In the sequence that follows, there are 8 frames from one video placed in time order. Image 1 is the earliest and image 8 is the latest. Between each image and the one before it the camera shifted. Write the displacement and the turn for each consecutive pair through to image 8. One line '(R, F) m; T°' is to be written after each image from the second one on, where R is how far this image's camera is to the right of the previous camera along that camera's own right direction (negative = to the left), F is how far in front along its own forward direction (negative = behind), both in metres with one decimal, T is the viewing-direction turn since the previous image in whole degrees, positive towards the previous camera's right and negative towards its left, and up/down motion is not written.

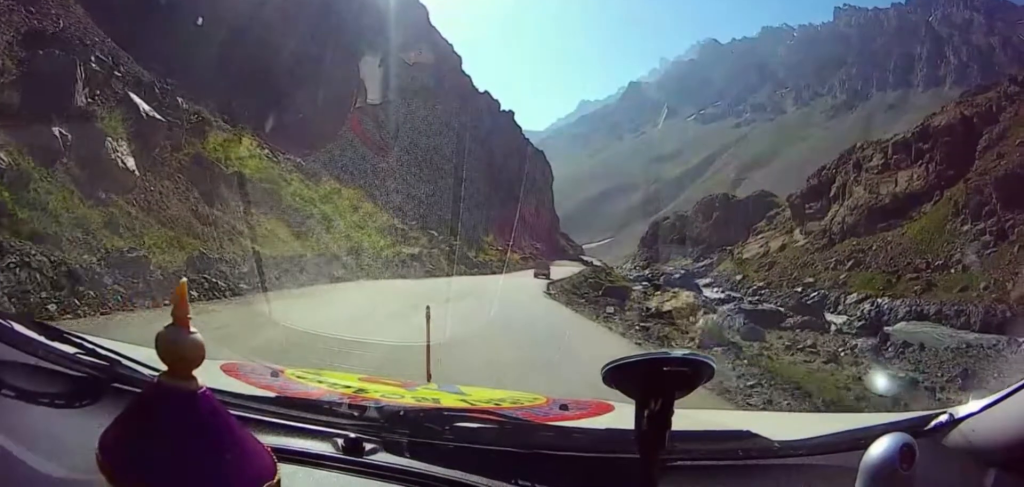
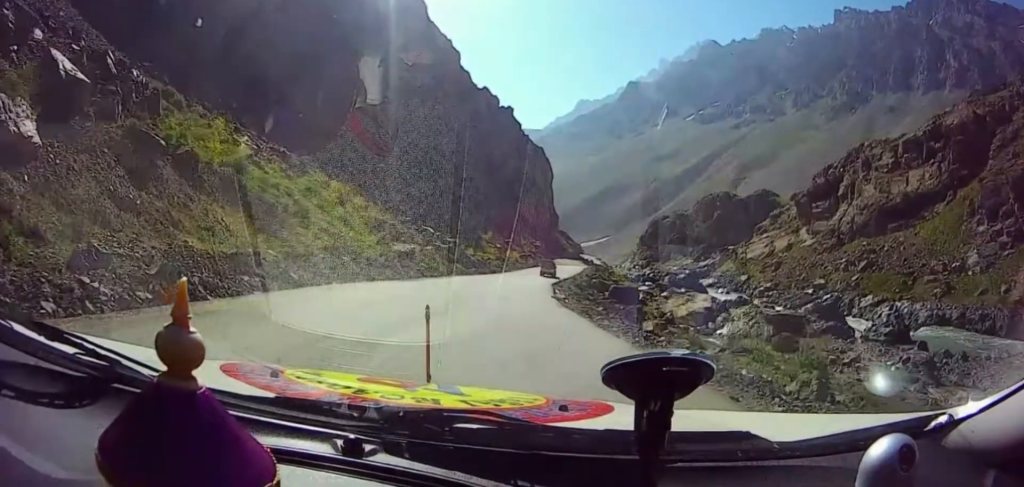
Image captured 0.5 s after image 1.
(-0.1, +3.5) m; +1°
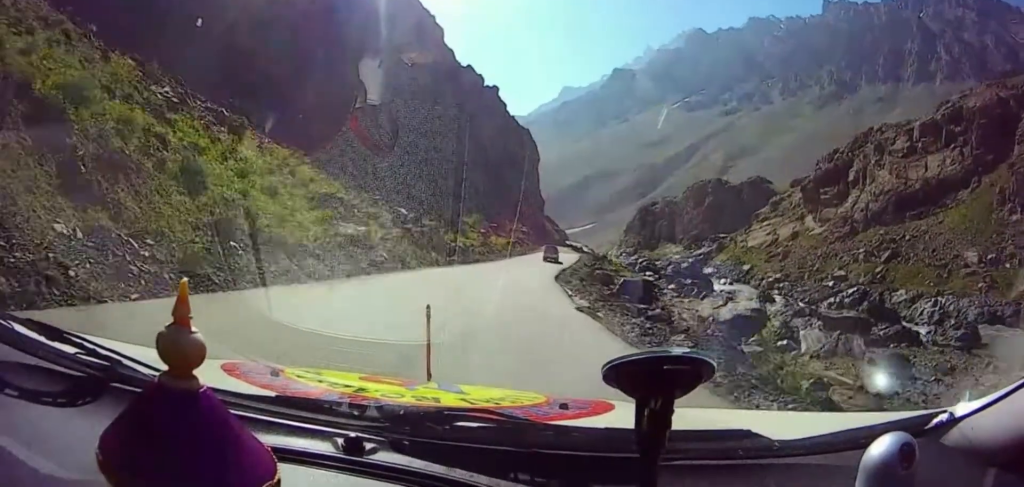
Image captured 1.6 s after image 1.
(+0.3, +9.0) m; +3°
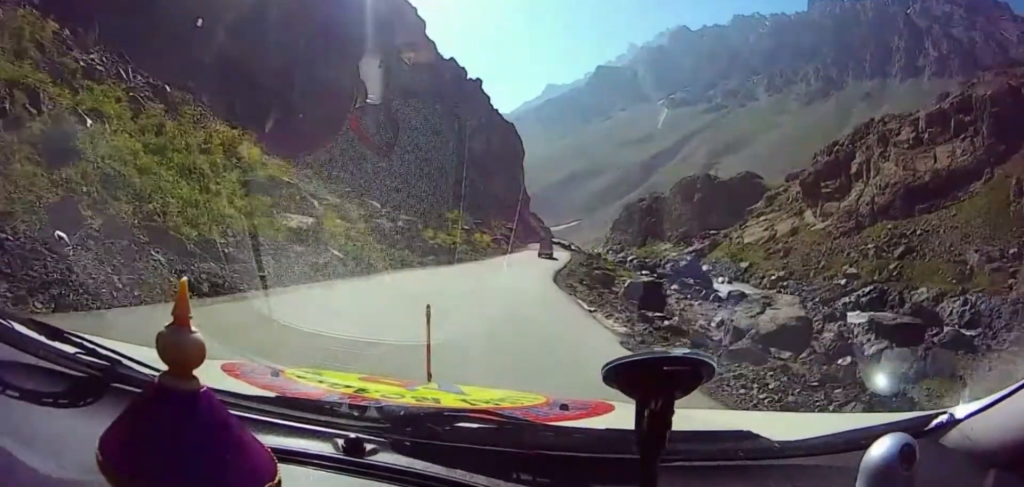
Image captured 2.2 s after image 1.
(+0.1, +6.1) m; 0°
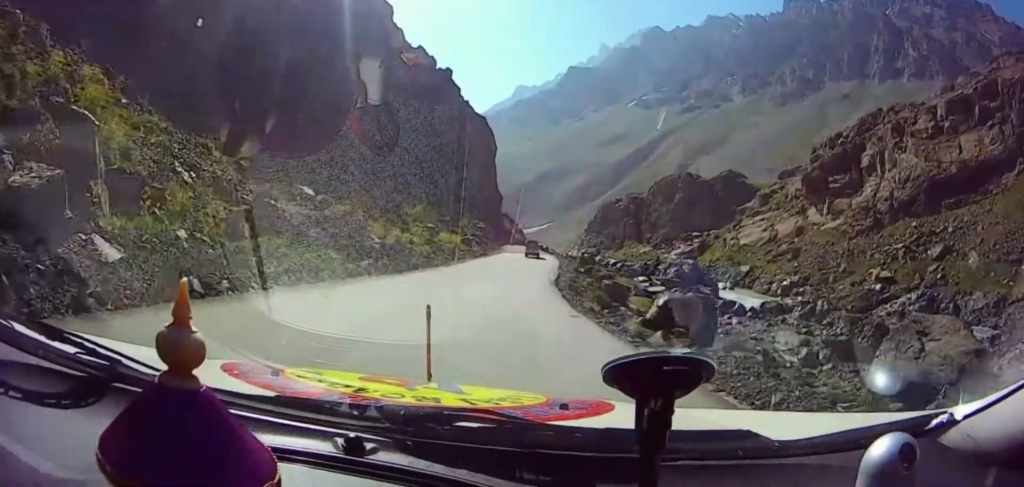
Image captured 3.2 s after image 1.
(-0.1, +11.5) m; +1°
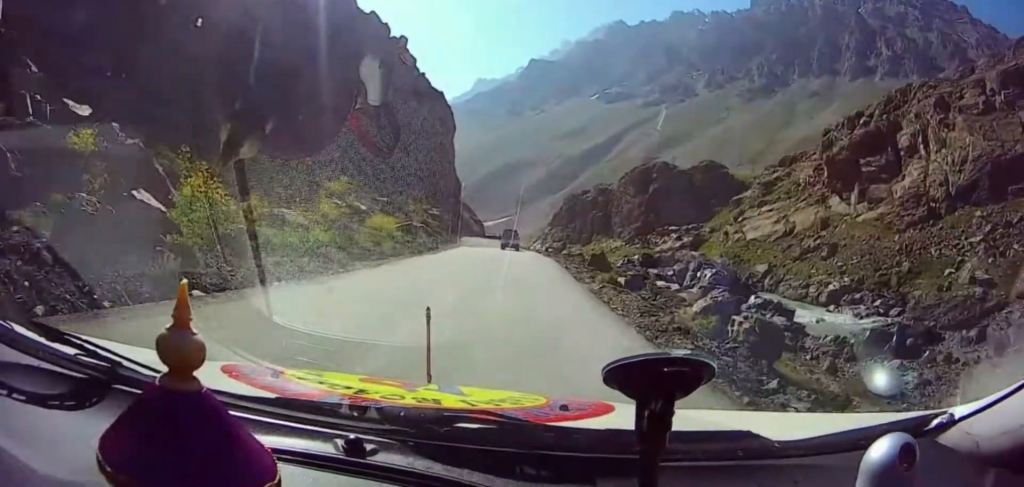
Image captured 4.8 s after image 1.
(+1.1, +19.0) m; +8°
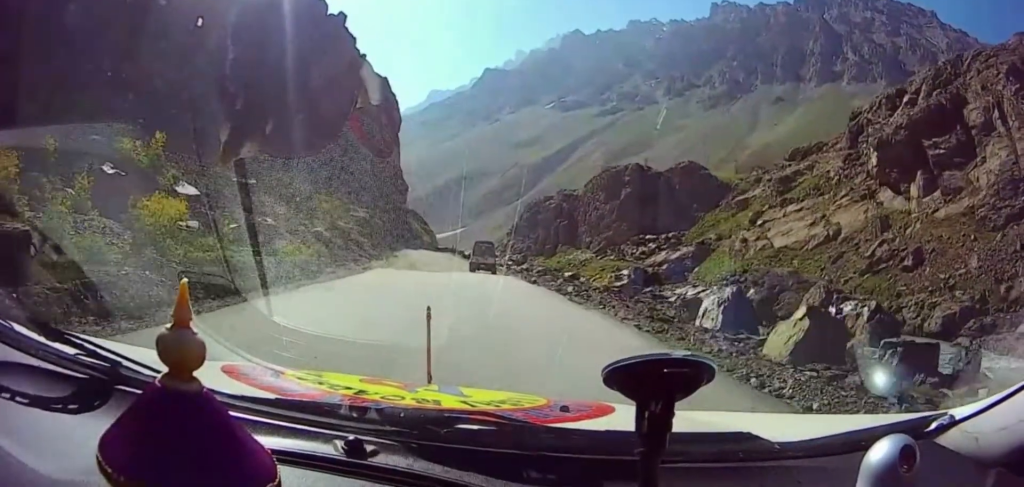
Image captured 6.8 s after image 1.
(+1.3, +24.7) m; +3°
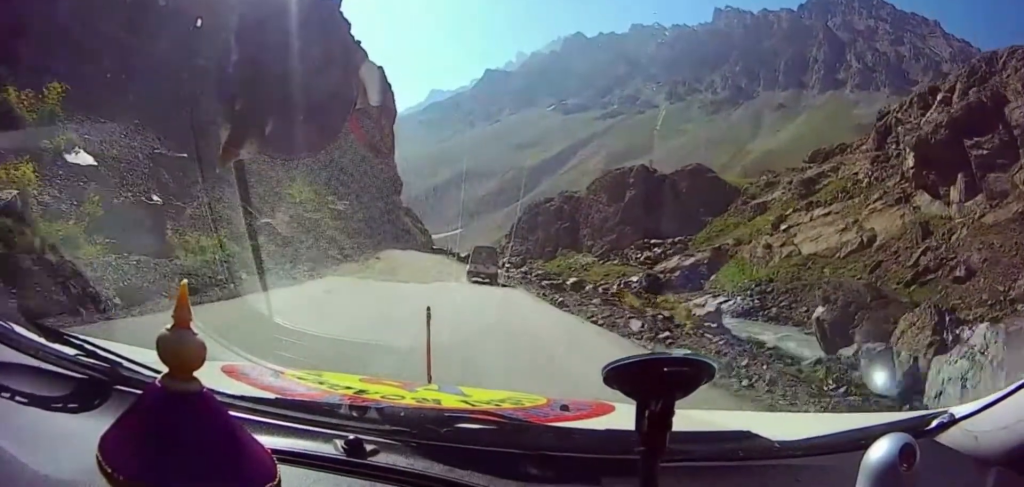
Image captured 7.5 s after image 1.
(0.0, +10.0) m; 0°
